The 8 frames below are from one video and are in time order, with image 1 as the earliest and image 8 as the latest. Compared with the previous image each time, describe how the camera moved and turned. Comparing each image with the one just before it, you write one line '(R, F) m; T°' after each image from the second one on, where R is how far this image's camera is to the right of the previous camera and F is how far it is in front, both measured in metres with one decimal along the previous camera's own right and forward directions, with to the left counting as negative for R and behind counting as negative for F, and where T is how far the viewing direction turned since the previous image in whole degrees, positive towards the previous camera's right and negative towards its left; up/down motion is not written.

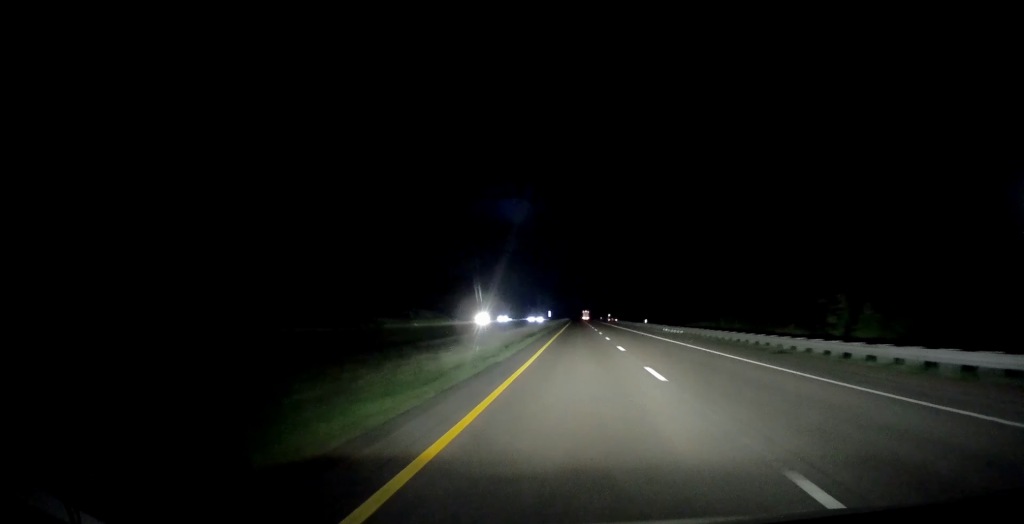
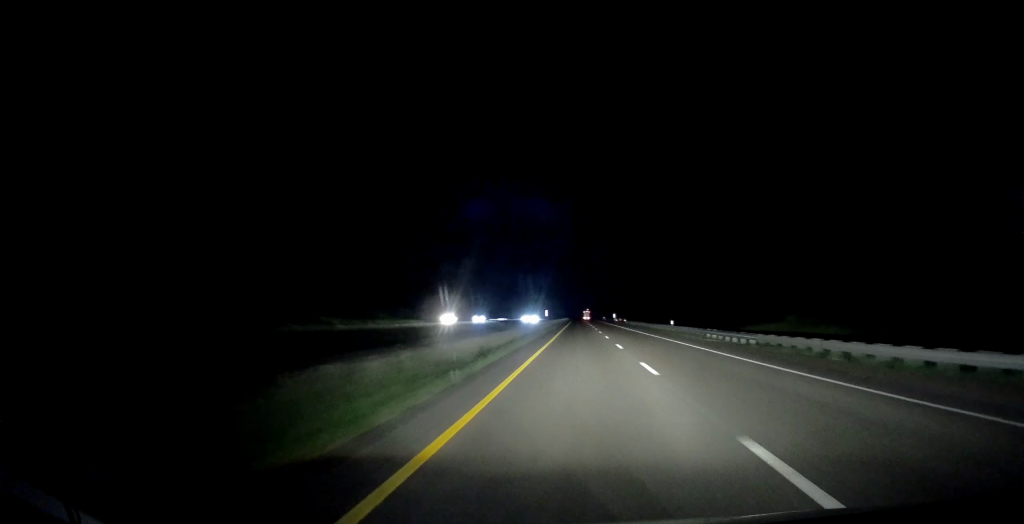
(0.0, +22.7) m; +1°
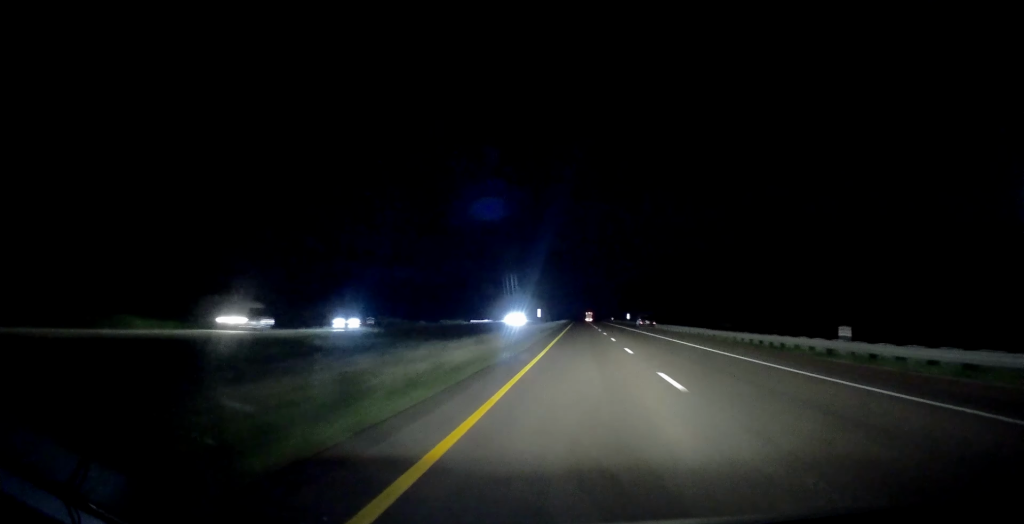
(+0.4, +39.6) m; -1°
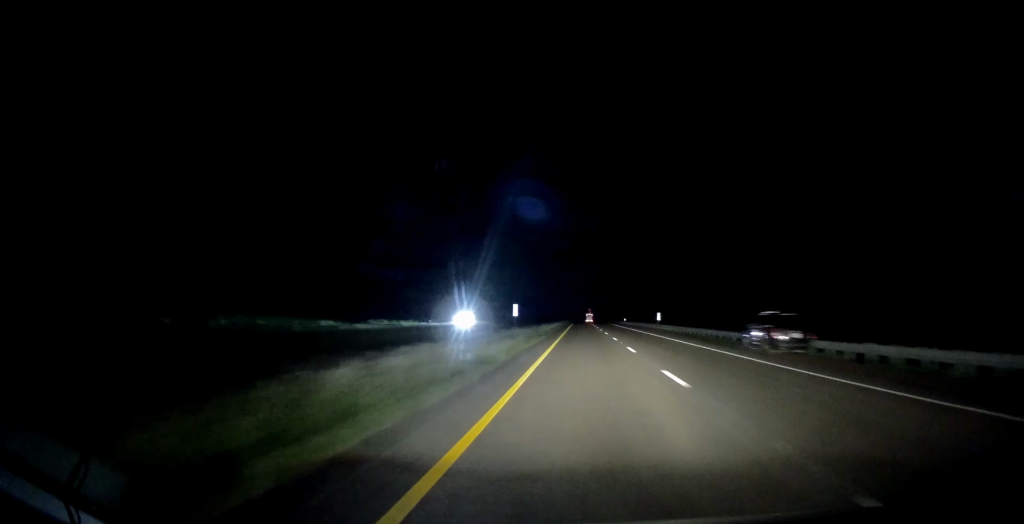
(-0.7, +47.7) m; -1°
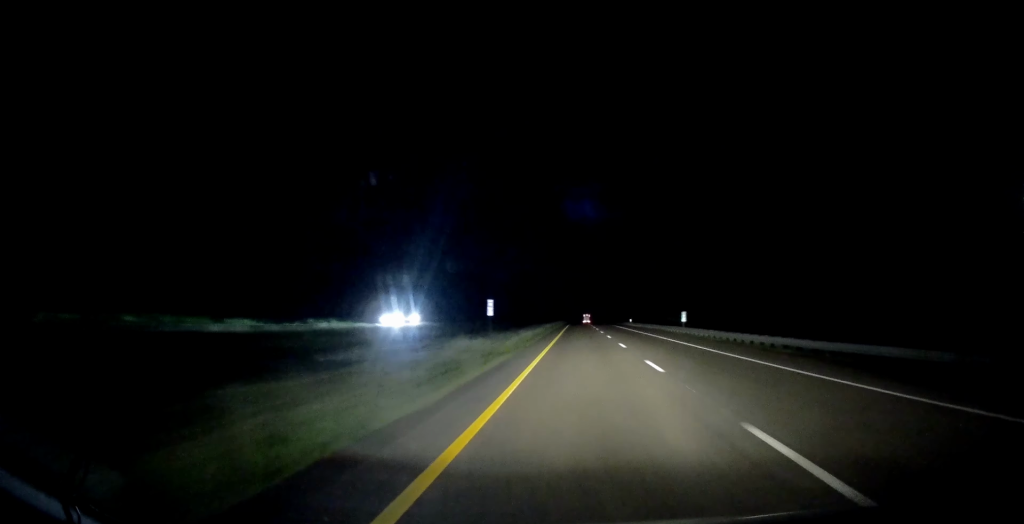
(0.0, +20.5) m; 0°
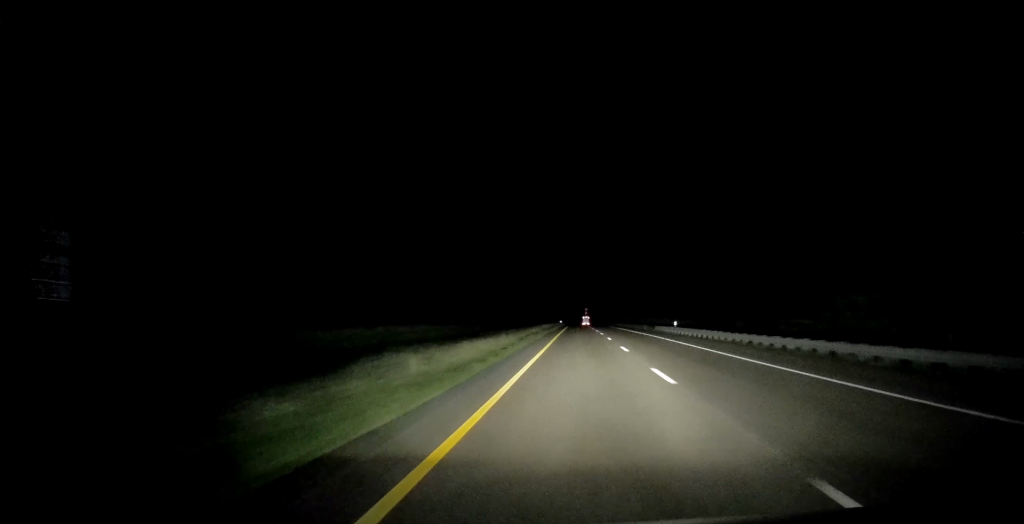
(-0.2, +52.3) m; 0°
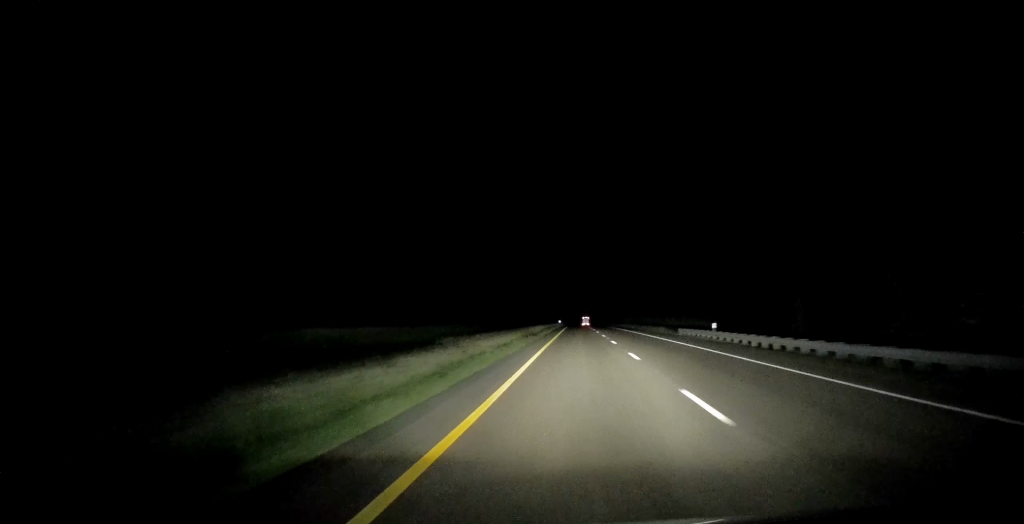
(0.0, +17.1) m; 0°
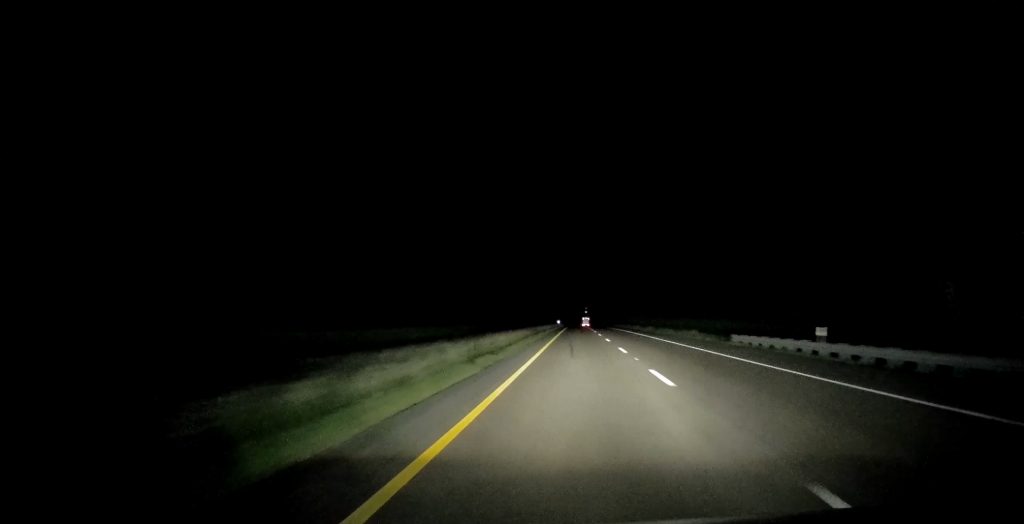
(-0.1, +19.3) m; 0°
